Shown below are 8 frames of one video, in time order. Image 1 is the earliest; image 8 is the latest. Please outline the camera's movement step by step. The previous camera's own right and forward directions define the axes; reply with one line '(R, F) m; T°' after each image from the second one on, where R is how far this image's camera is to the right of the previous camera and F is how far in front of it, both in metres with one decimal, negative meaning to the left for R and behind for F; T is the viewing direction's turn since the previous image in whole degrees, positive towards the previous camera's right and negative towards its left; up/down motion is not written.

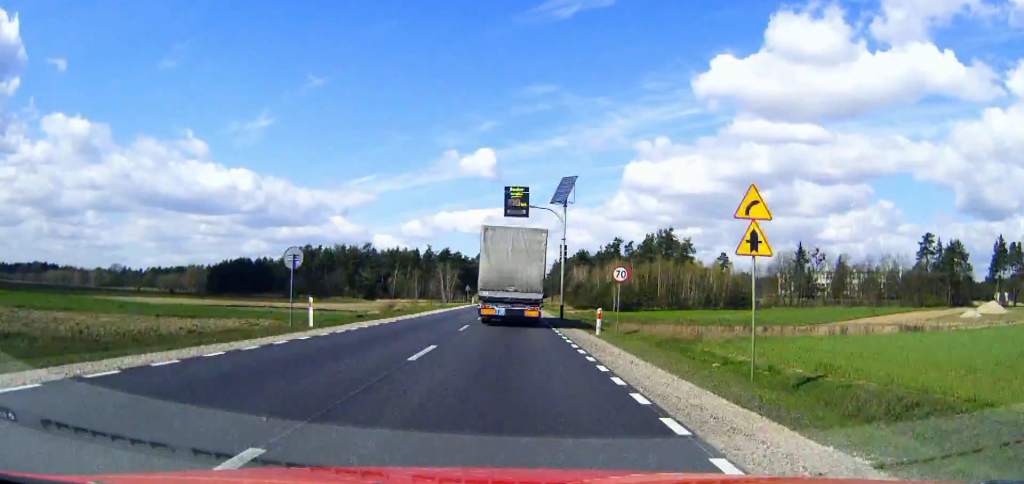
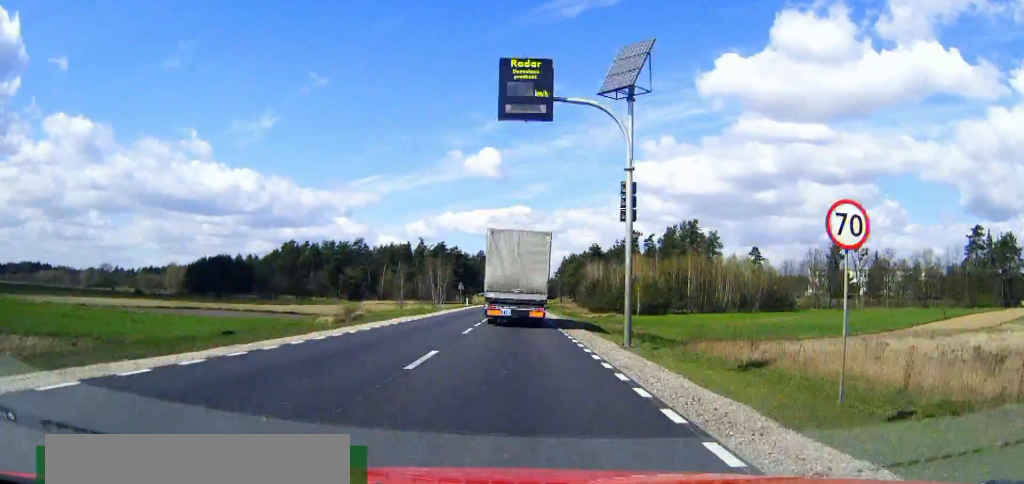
(-0.1, +25.6) m; 0°
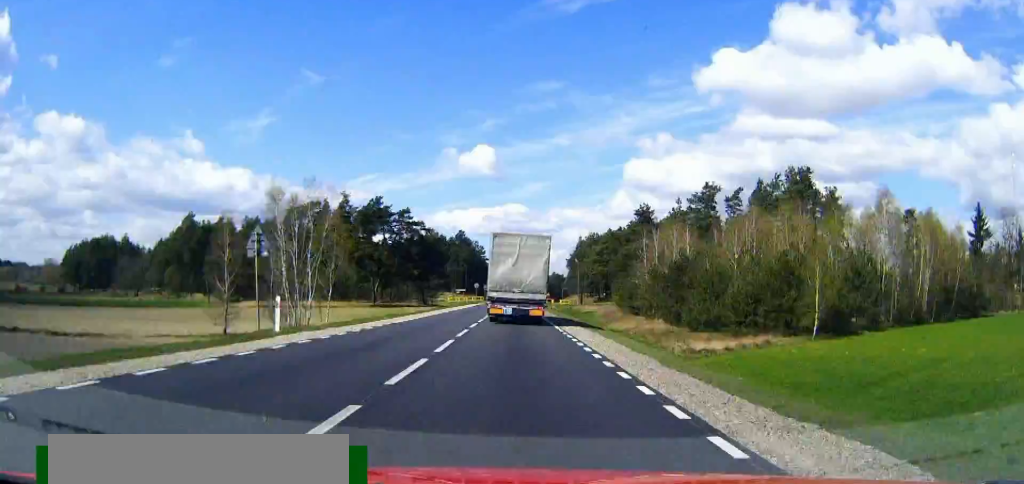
(+0.1, +79.7) m; 0°
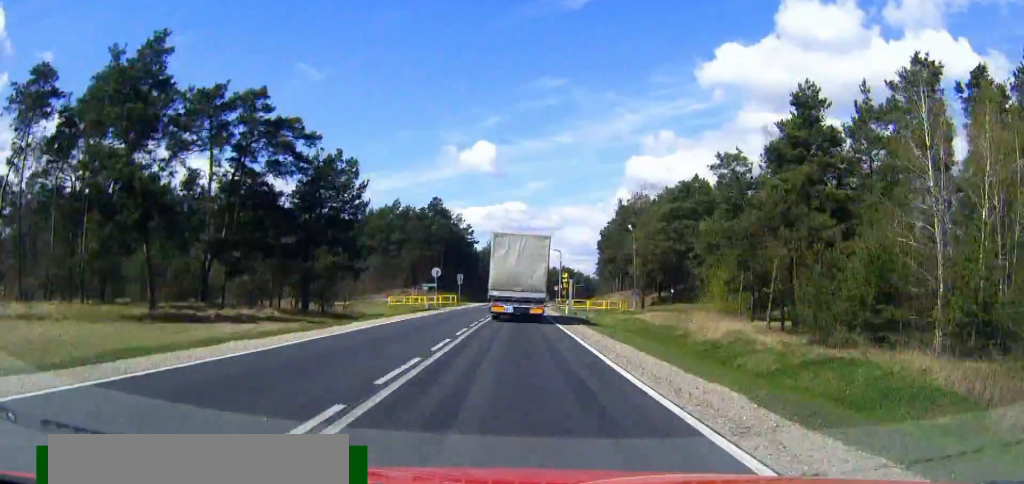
(+0.1, +65.3) m; +1°
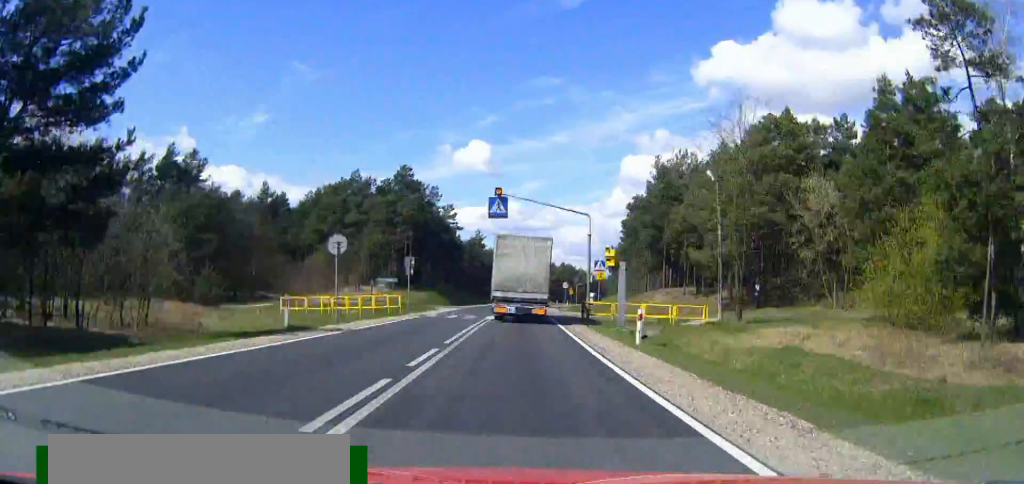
(0.0, +33.6) m; +1°
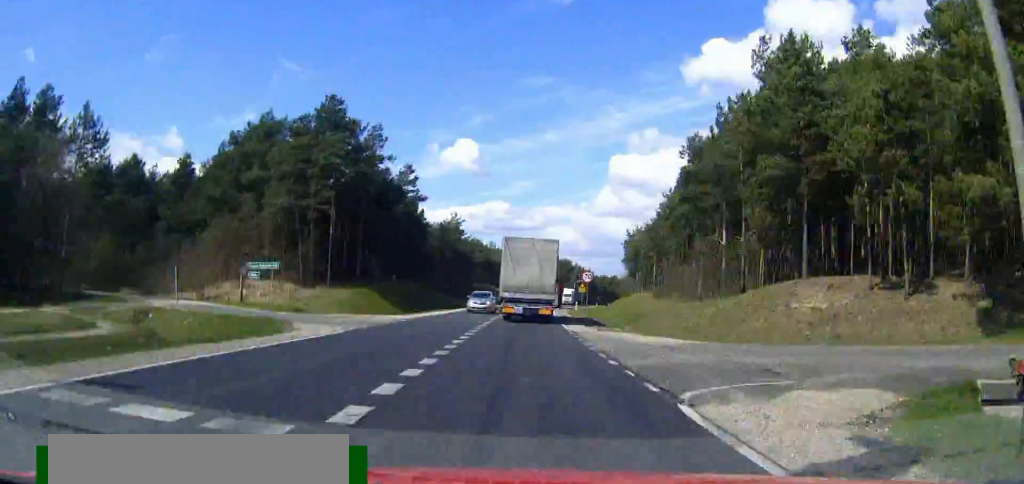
(+0.4, +37.5) m; +2°
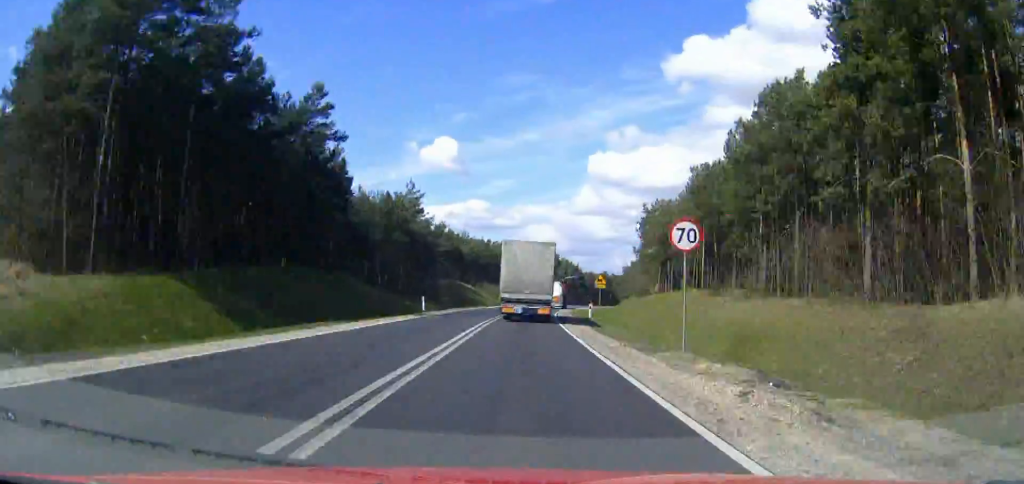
(+0.5, +33.8) m; +2°
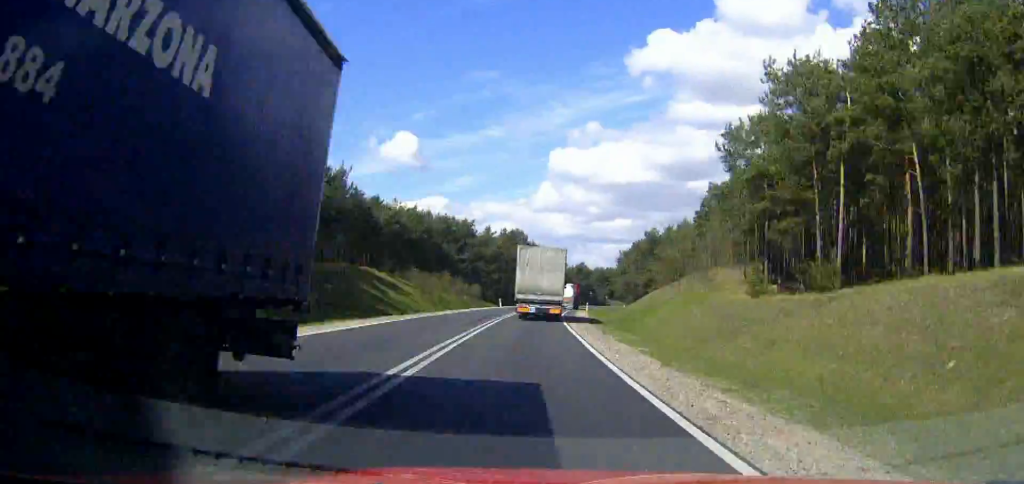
(+1.6, +56.6) m; +4°
